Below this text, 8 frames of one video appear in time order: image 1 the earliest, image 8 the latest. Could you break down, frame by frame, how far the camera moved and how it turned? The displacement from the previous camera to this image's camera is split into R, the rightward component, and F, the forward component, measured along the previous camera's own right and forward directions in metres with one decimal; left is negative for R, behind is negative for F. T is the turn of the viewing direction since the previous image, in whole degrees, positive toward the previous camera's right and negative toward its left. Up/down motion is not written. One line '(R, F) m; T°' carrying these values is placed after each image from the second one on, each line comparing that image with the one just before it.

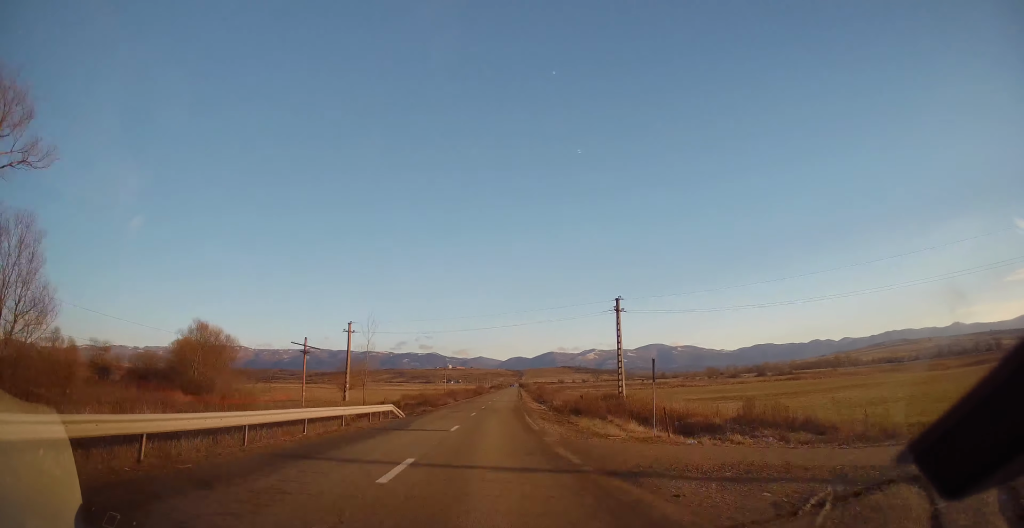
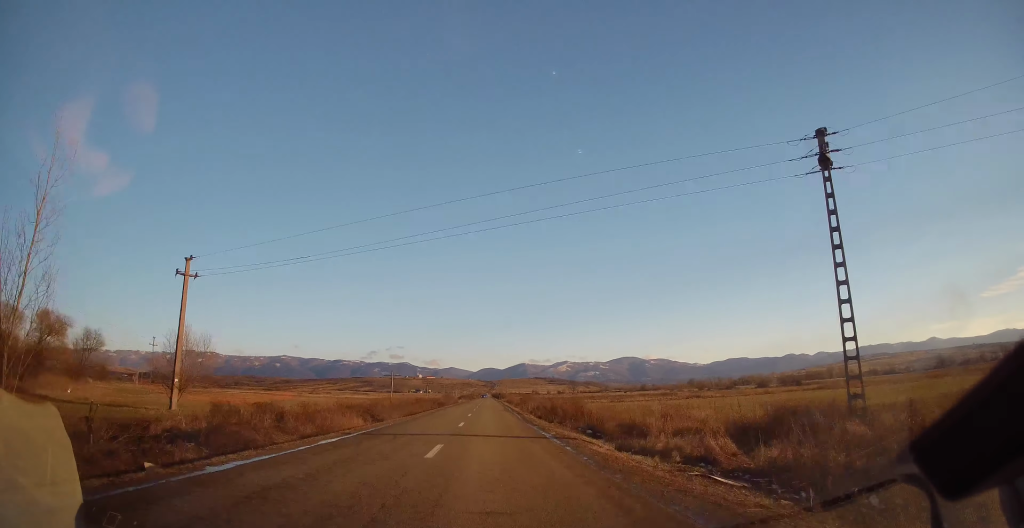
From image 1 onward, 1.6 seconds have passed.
(+1.5, +43.9) m; +3°
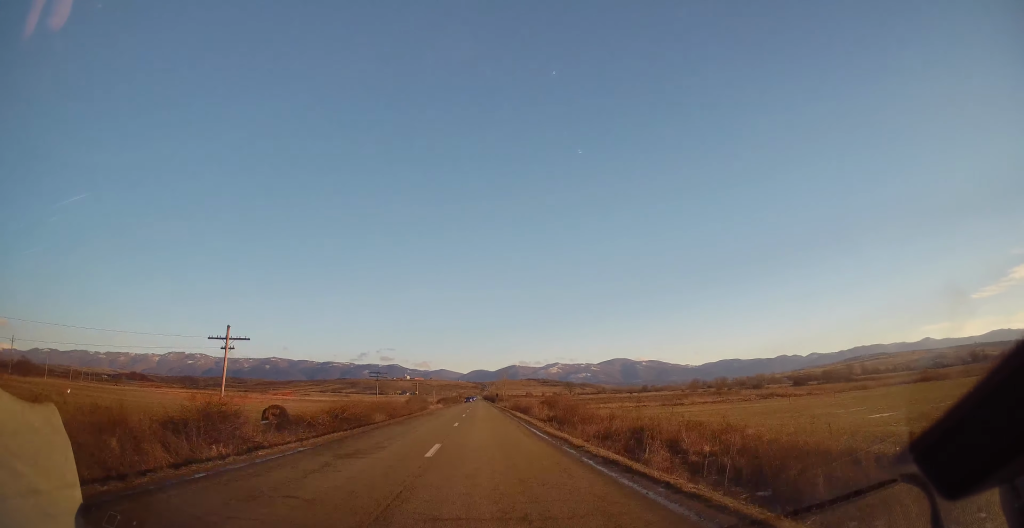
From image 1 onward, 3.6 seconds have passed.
(+0.3, +58.4) m; +1°
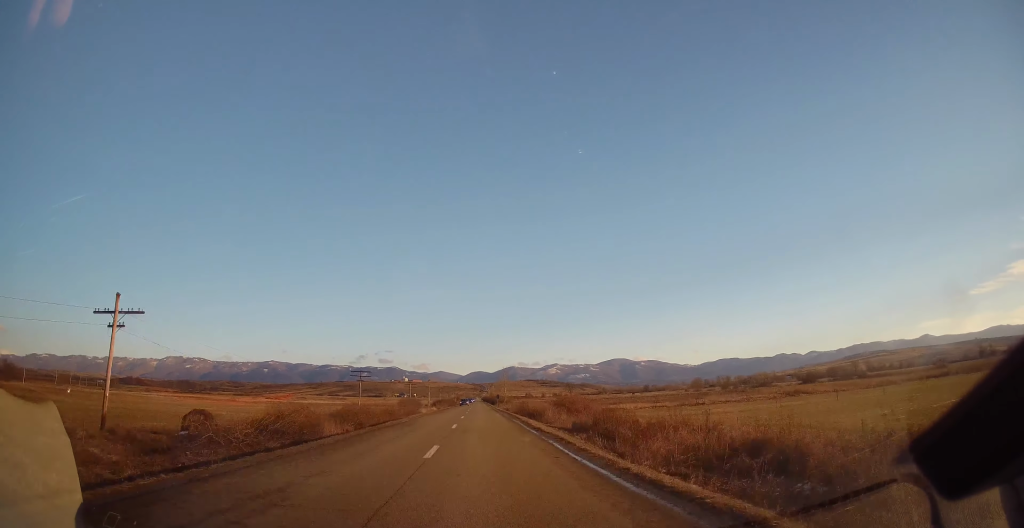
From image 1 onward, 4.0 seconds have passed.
(0.0, +11.7) m; 0°
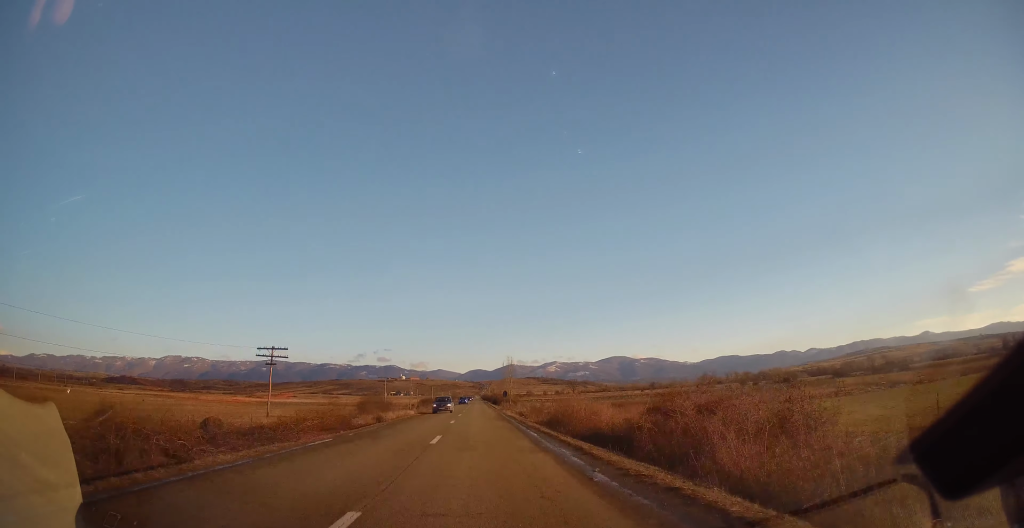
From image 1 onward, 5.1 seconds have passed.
(+0.3, +32.6) m; 0°
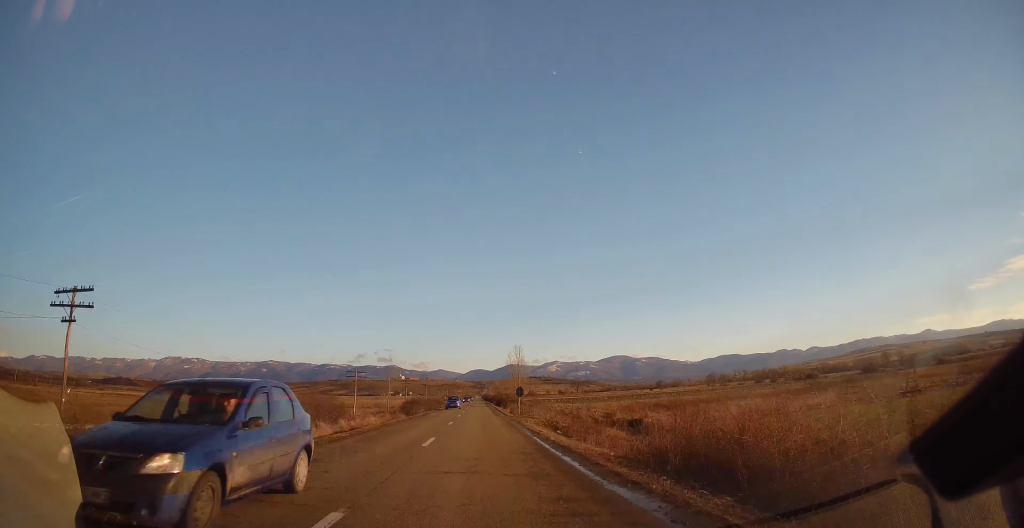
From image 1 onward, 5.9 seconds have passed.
(-0.2, +24.0) m; 0°
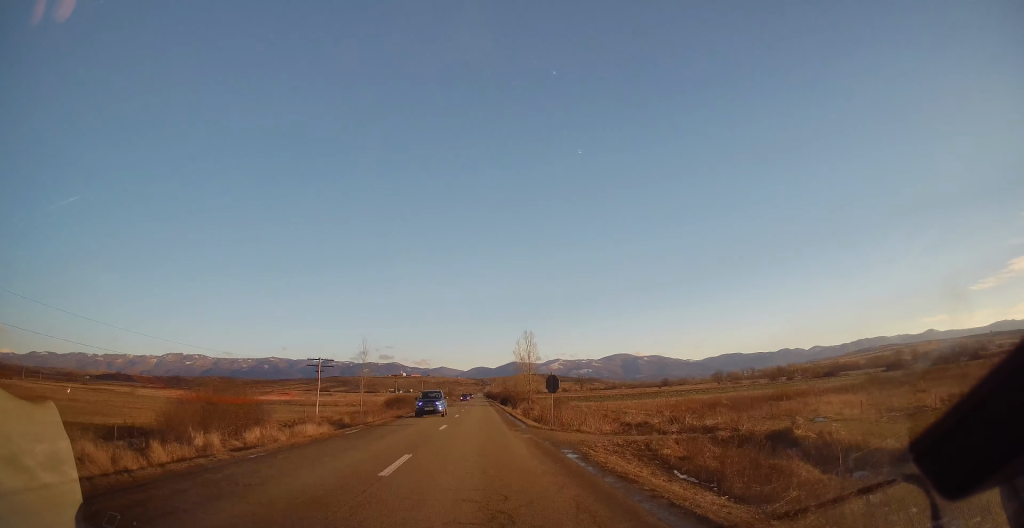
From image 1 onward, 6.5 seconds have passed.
(-0.2, +18.1) m; 0°
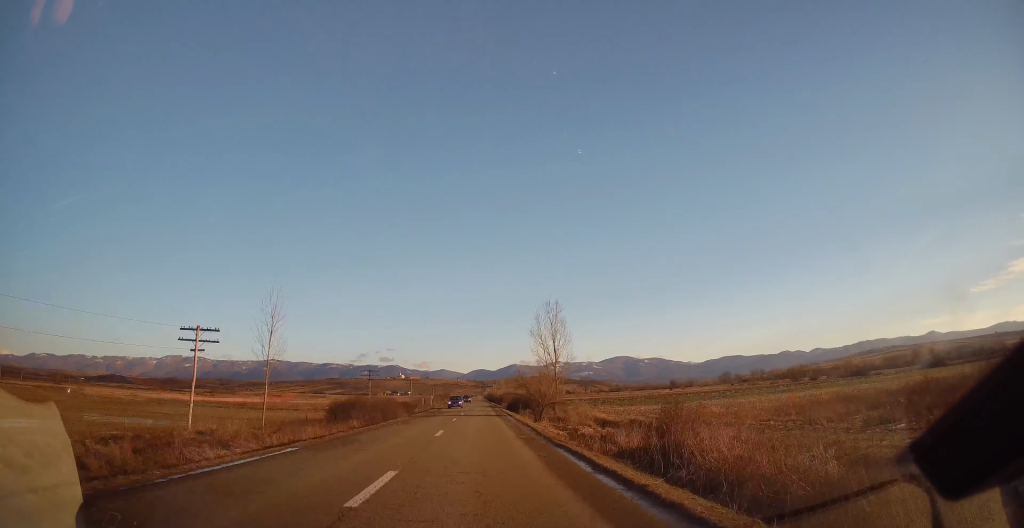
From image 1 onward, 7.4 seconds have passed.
(+0.3, +26.3) m; +1°
